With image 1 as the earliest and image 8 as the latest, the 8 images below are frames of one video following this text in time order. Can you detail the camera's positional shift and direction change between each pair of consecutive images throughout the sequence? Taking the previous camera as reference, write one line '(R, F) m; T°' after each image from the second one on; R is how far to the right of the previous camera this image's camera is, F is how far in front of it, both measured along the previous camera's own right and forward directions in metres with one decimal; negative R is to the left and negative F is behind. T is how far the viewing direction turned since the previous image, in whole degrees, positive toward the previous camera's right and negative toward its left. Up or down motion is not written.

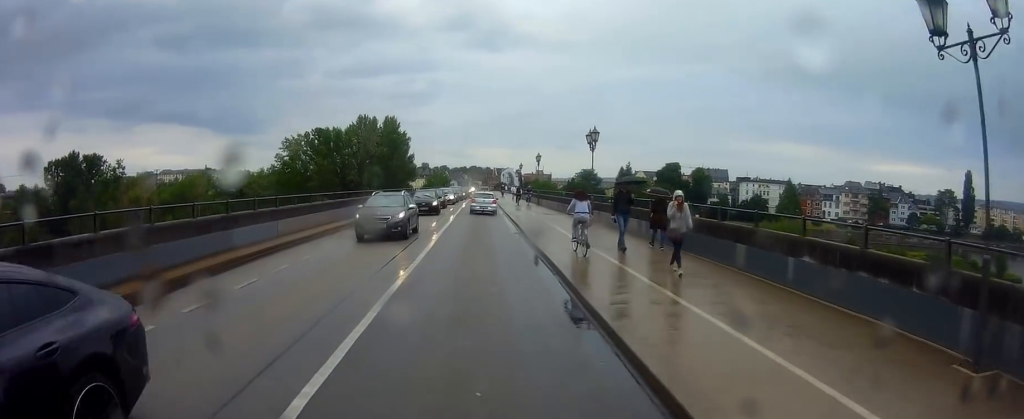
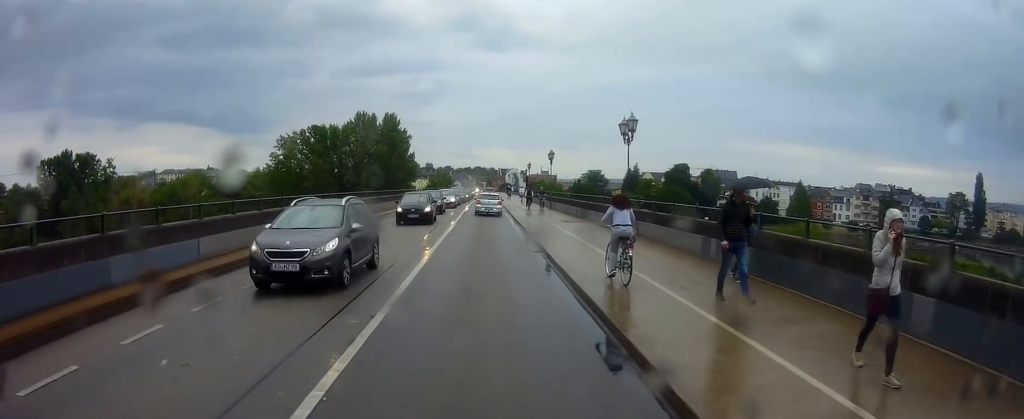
(0.0, +6.8) m; -1°
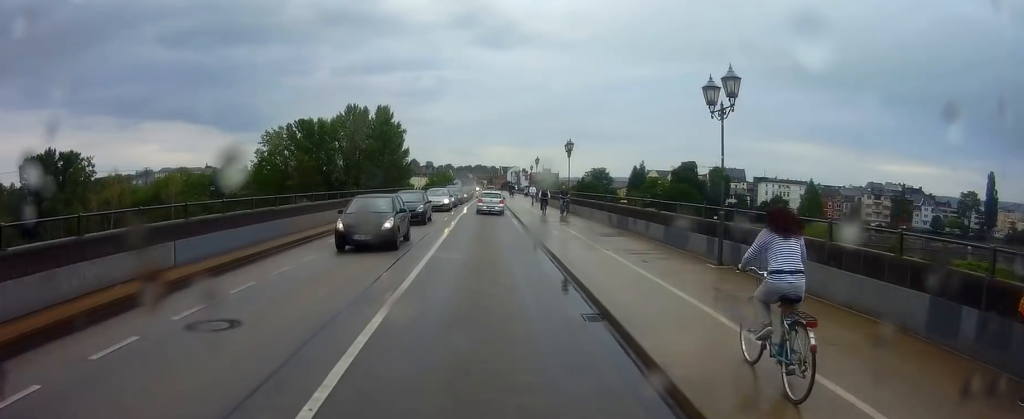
(-0.3, +10.3) m; -2°
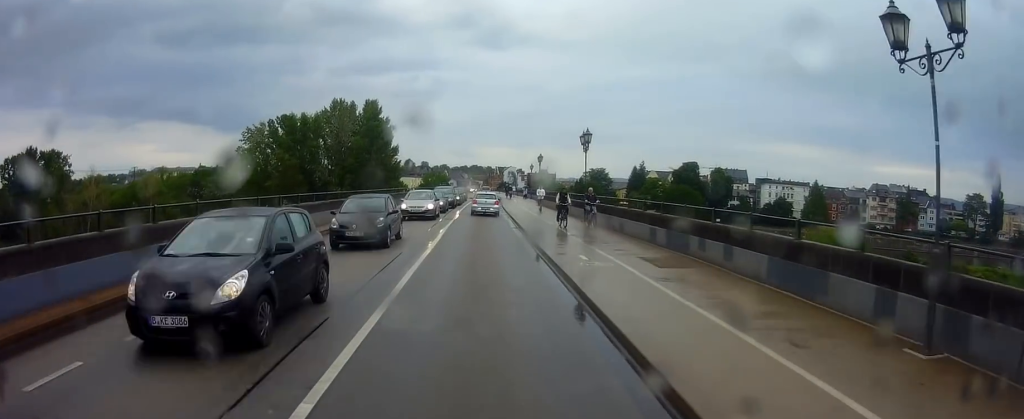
(0.0, +8.3) m; 0°
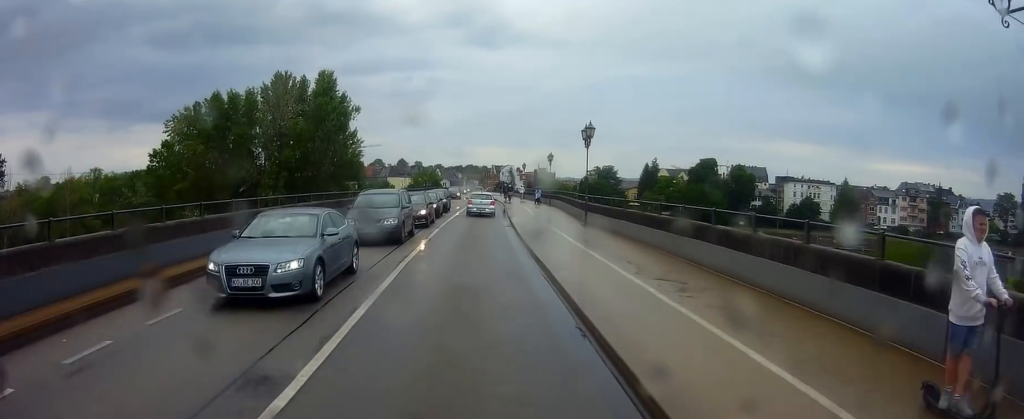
(0.0, +29.0) m; 0°
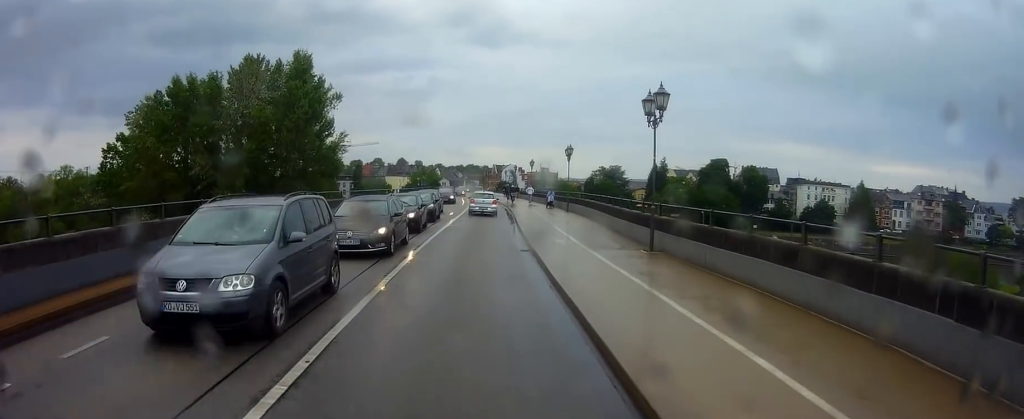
(0.0, +11.8) m; +2°
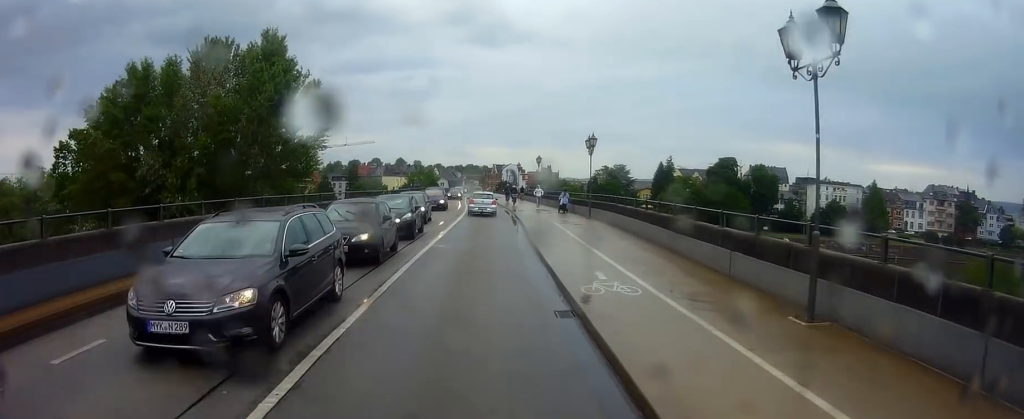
(+0.4, +9.3) m; 0°
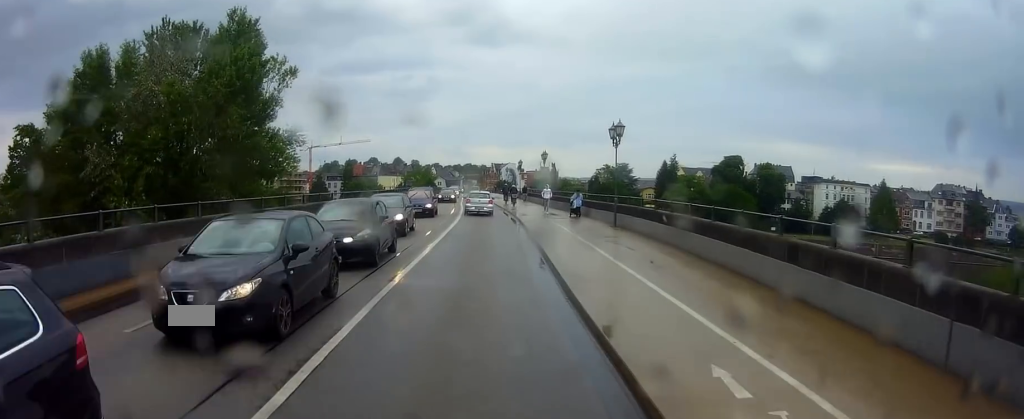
(-0.1, +7.3) m; -1°
